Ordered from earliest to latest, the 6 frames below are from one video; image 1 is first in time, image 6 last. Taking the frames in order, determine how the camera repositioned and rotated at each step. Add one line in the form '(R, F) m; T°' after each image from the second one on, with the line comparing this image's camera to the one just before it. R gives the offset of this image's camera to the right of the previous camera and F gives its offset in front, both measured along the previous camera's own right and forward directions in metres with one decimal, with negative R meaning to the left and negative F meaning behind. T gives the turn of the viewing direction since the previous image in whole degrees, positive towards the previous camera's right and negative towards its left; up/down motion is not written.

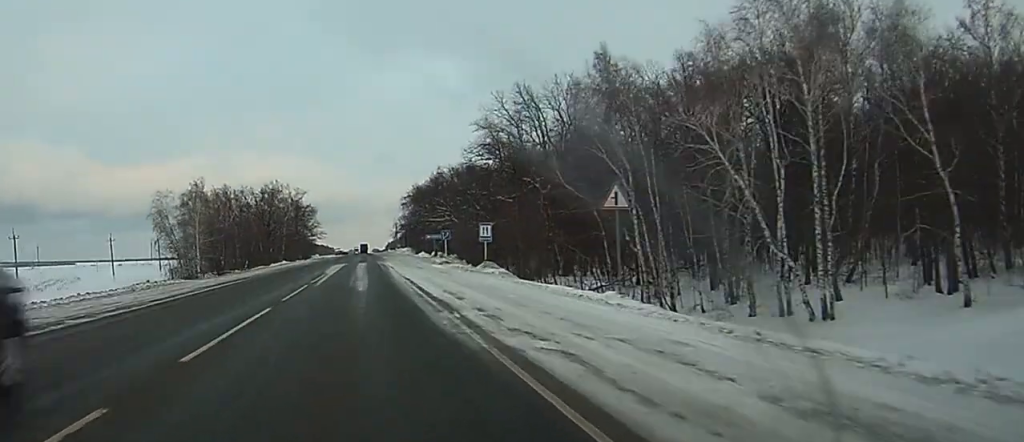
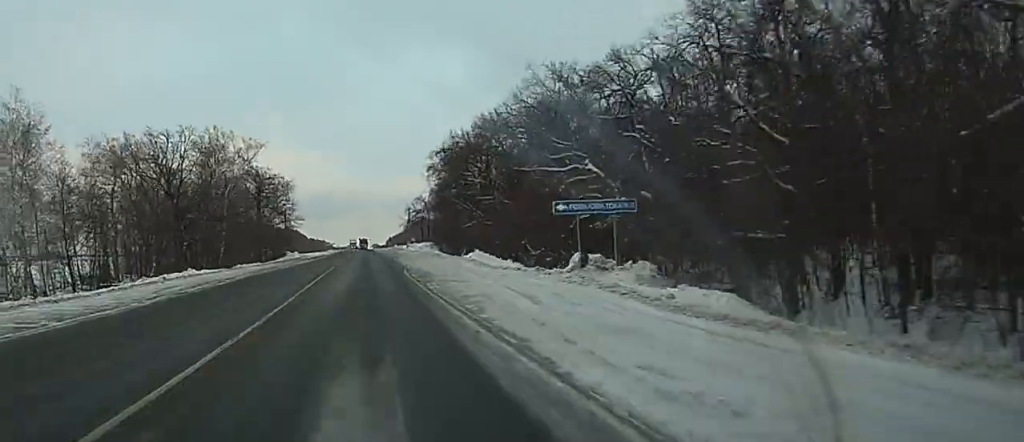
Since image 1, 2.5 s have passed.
(-0.6, +72.9) m; -1°
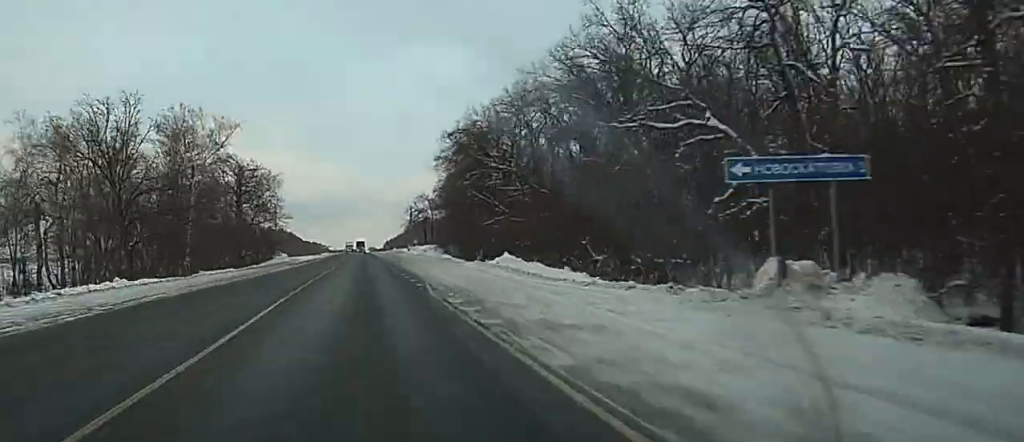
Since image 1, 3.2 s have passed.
(0.0, +17.3) m; 0°
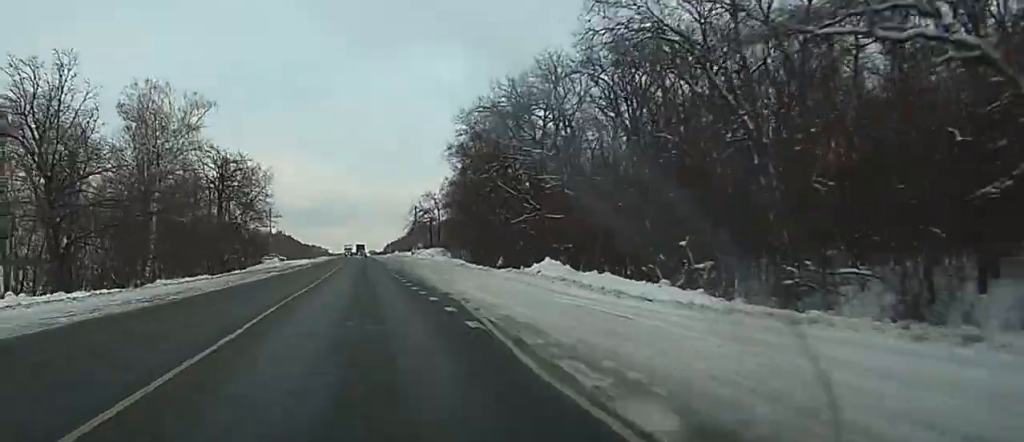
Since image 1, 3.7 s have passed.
(0.0, +13.1) m; 0°
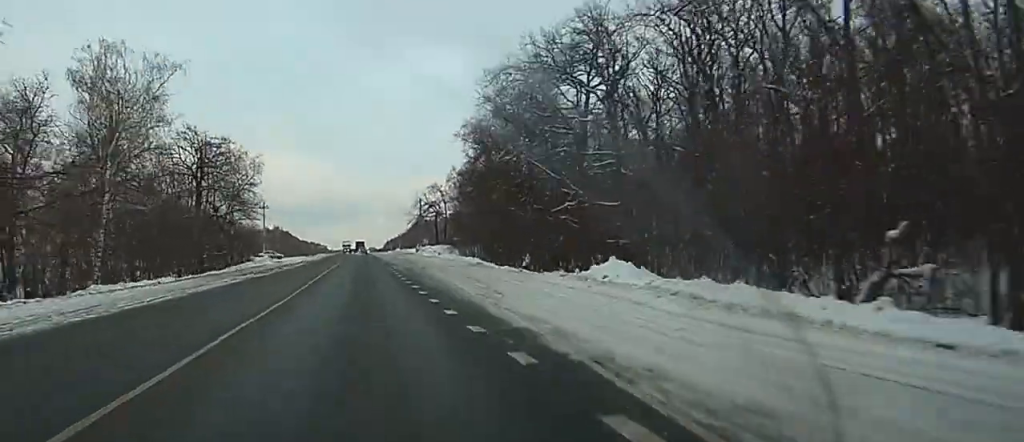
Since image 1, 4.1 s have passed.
(0.0, +12.1) m; 0°
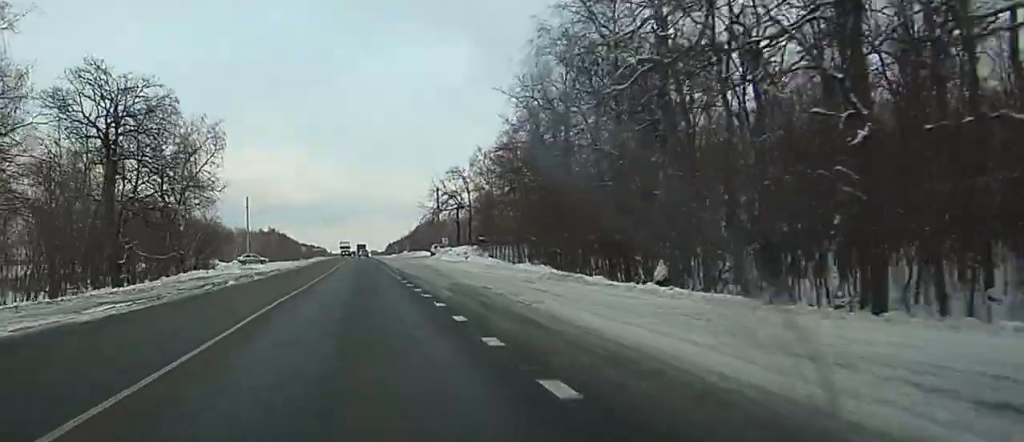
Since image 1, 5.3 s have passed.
(+0.1, +27.8) m; 0°
